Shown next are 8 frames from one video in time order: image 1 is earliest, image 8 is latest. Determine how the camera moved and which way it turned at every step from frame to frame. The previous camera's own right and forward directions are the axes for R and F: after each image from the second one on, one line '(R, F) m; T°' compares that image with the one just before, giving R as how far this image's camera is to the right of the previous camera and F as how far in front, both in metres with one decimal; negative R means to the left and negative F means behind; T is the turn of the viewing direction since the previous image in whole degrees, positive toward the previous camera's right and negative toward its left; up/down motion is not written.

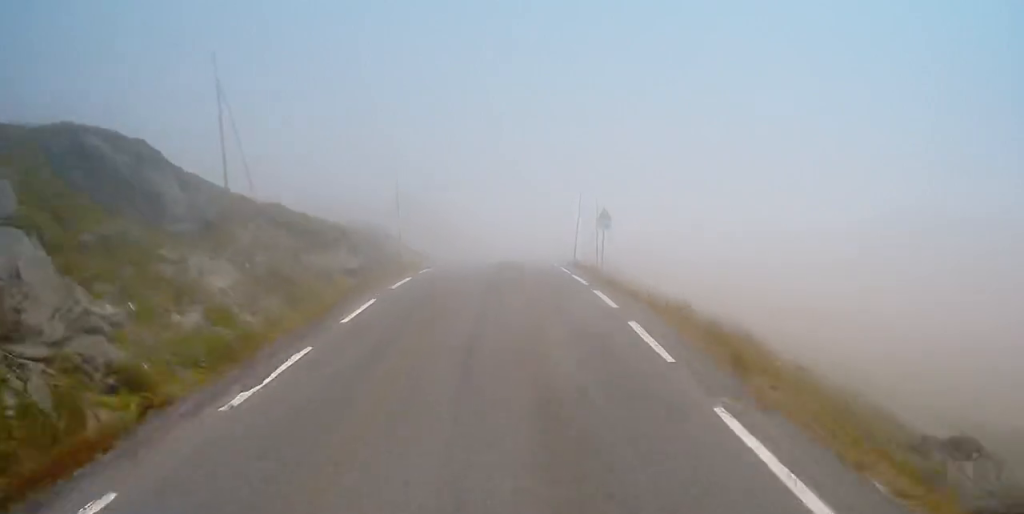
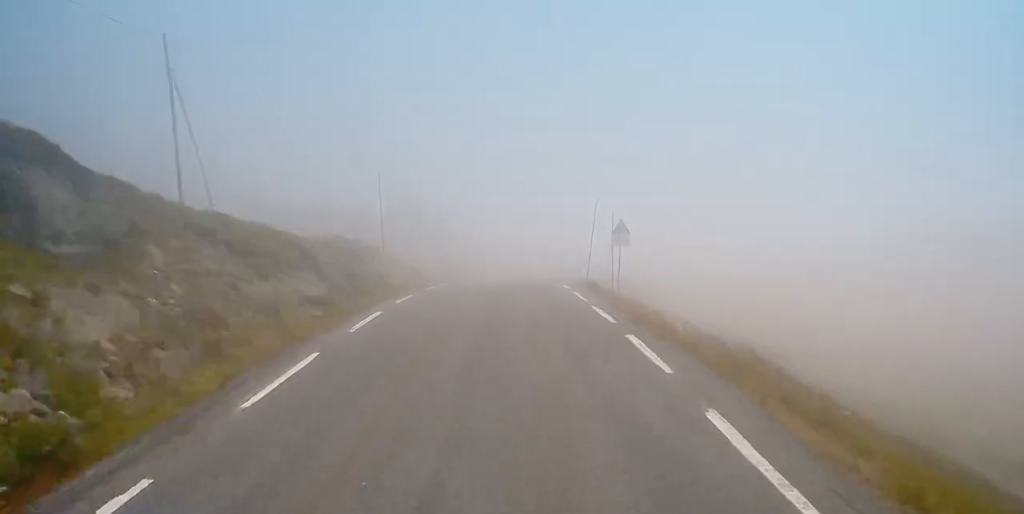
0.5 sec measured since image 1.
(-0.3, +5.5) m; 0°
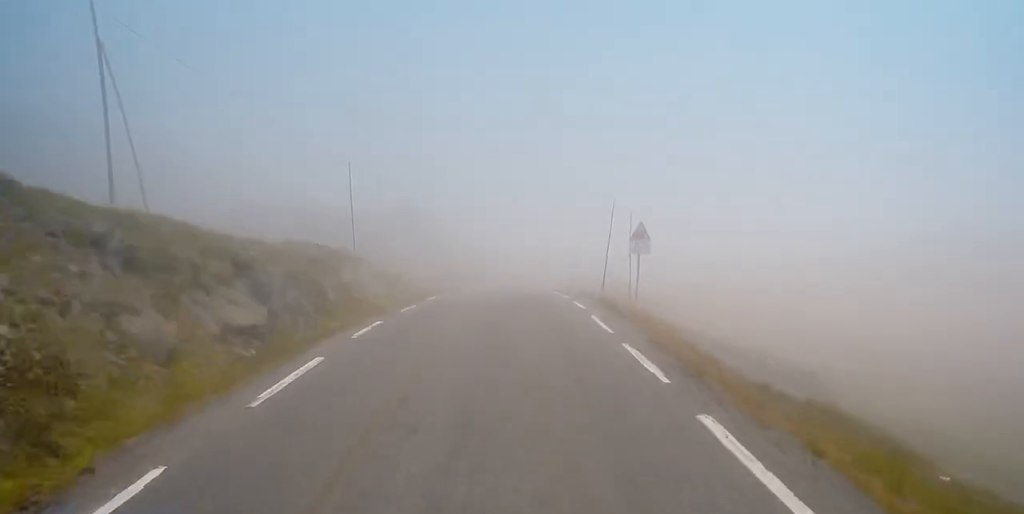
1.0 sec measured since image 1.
(-0.1, +5.7) m; 0°
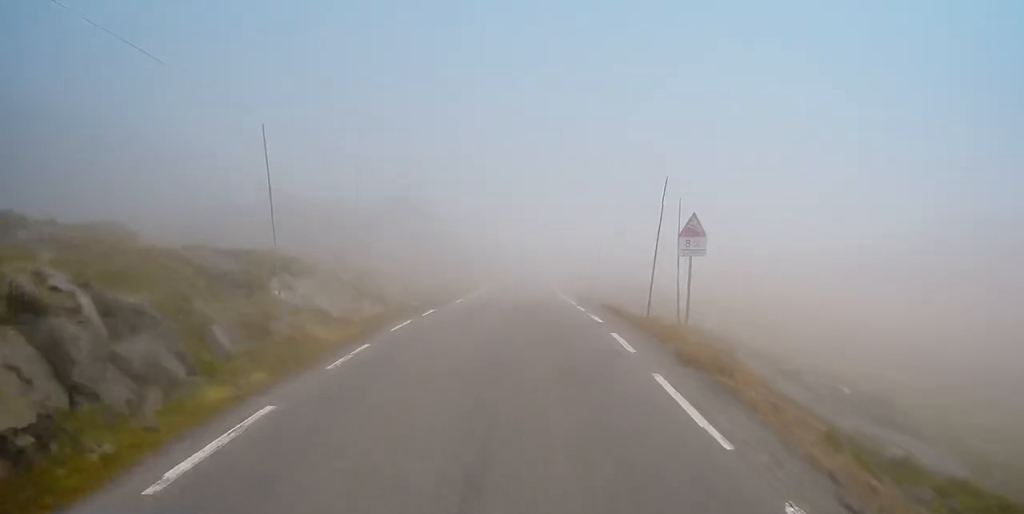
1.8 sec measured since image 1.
(+0.4, +8.8) m; +2°
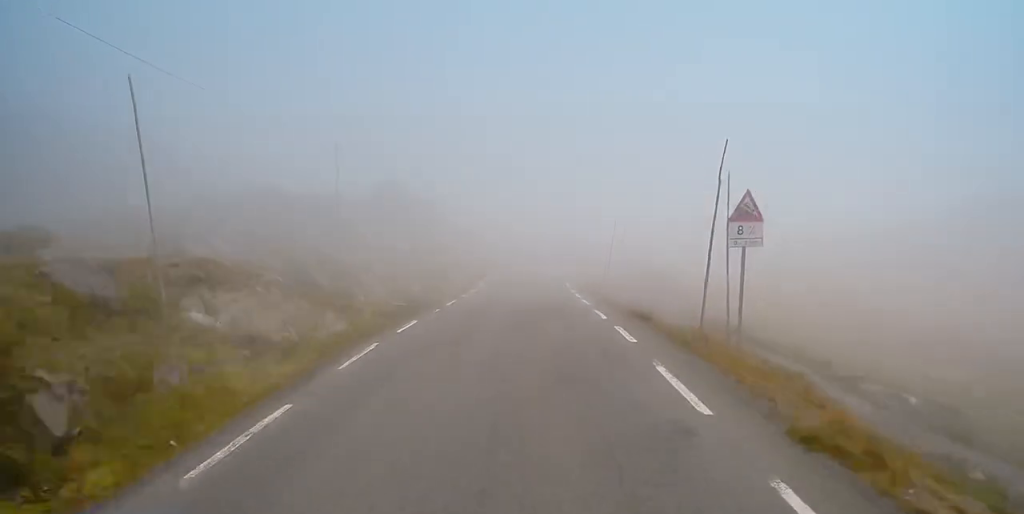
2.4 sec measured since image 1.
(0.0, +5.7) m; 0°
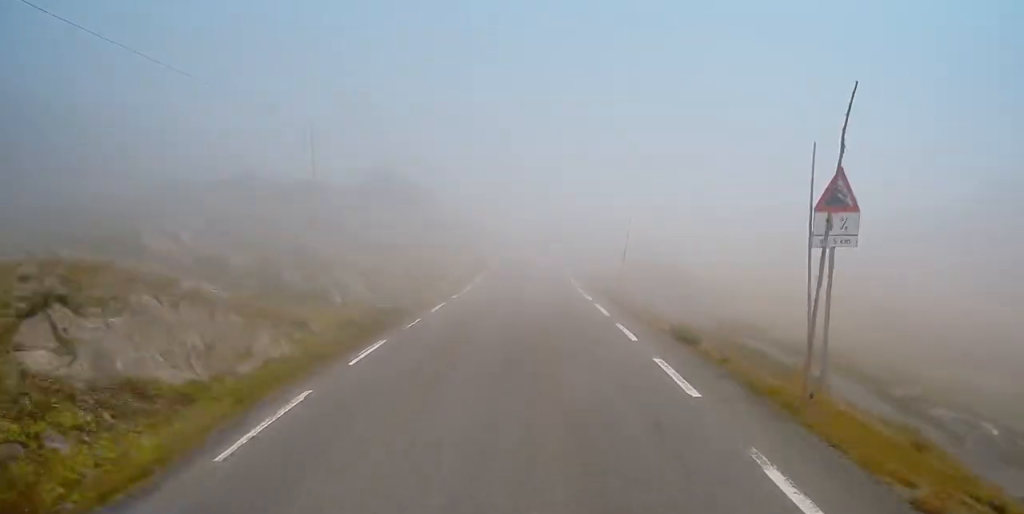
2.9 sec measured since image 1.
(0.0, +5.5) m; 0°
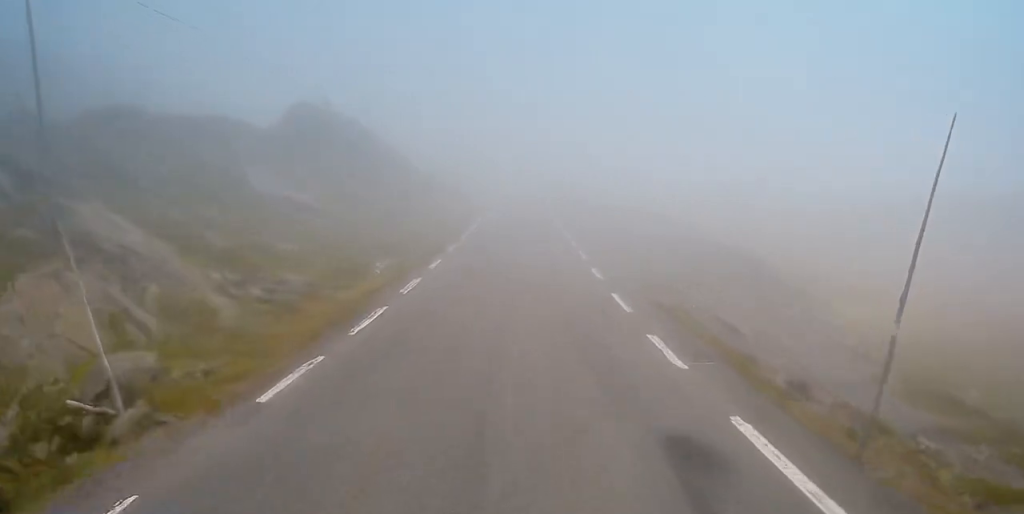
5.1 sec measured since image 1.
(0.0, +23.4) m; 0°
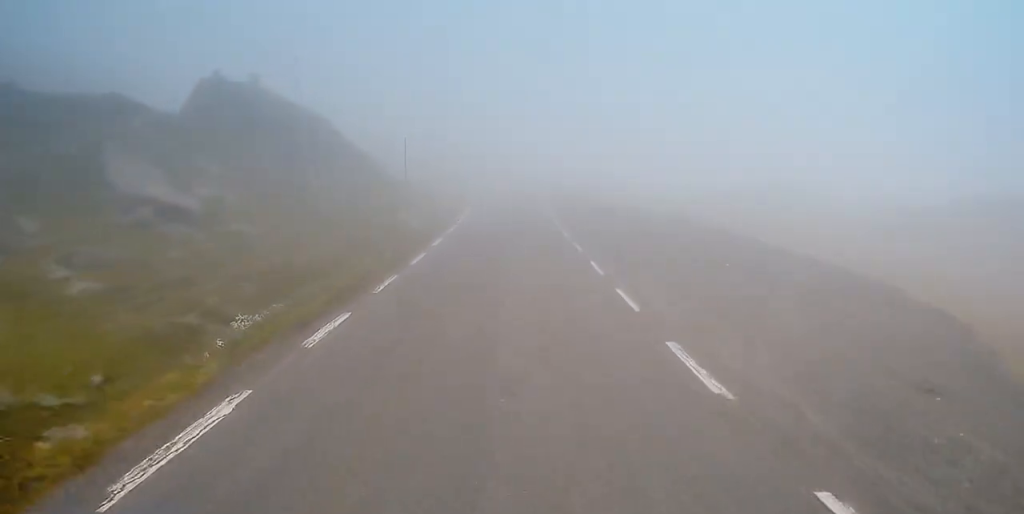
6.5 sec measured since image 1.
(+0.1, +14.8) m; 0°
